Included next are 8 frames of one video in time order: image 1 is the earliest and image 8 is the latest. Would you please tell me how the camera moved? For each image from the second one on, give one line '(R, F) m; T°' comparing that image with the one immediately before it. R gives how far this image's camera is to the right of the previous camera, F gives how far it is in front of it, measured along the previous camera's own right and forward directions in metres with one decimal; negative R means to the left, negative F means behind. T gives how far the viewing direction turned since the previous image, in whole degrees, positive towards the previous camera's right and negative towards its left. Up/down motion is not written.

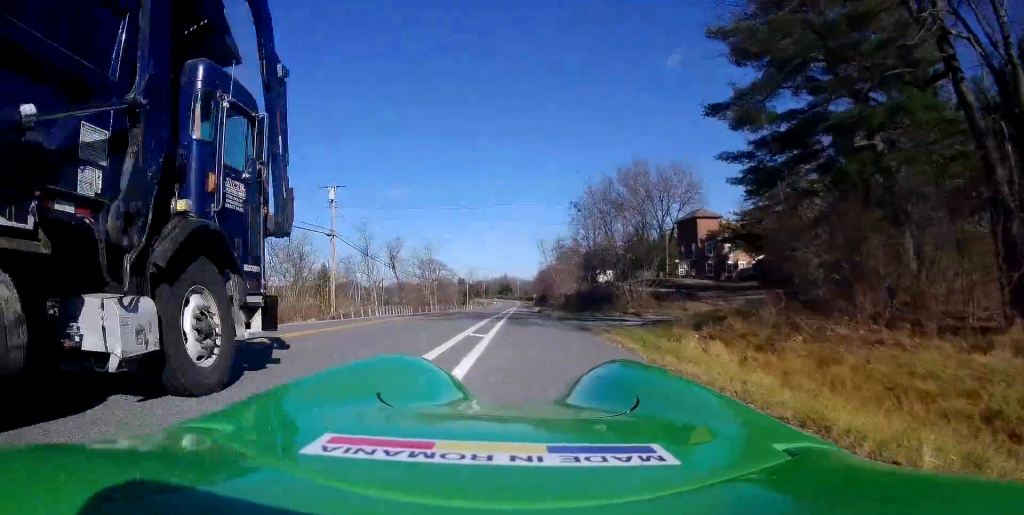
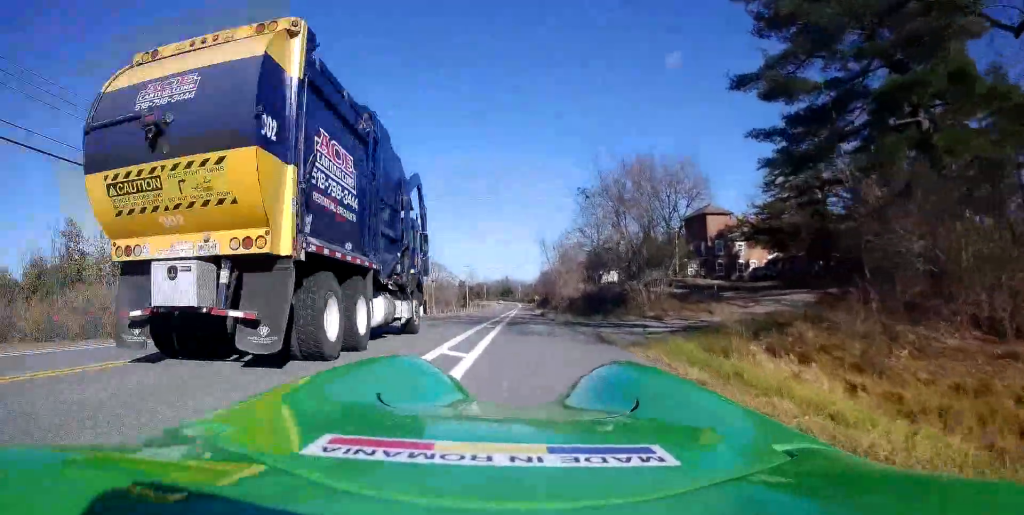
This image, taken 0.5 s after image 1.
(0.0, +3.6) m; -2°
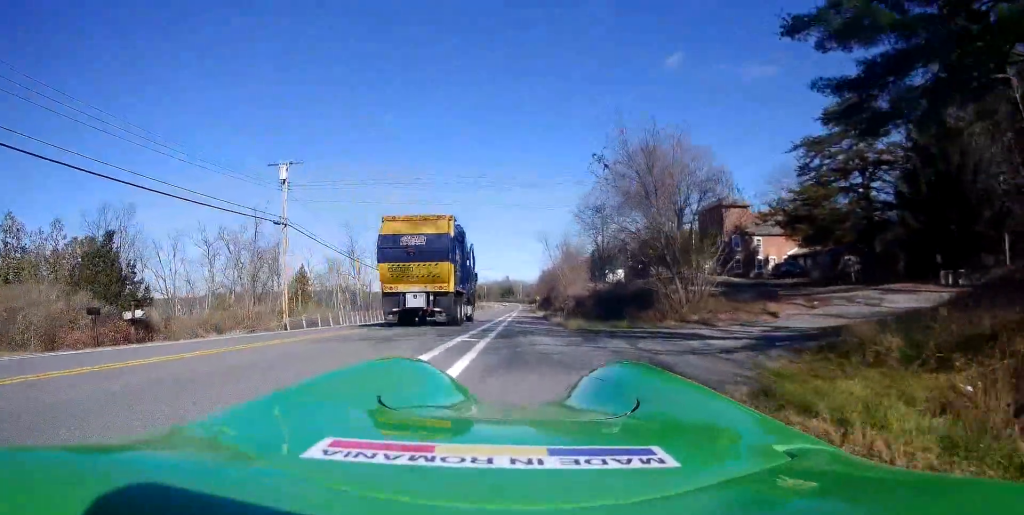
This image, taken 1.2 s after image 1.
(-0.1, +5.6) m; +1°
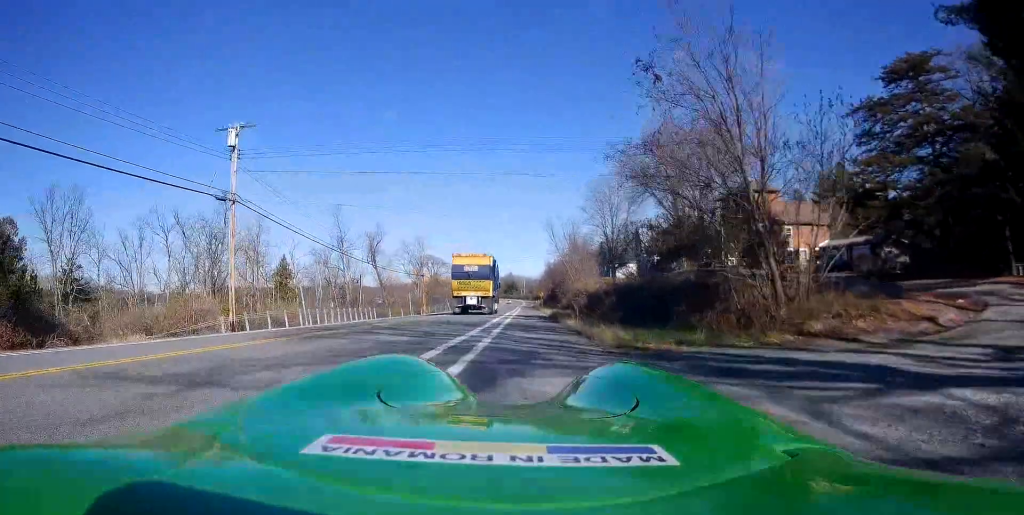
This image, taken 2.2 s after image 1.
(+0.2, +7.1) m; +1°
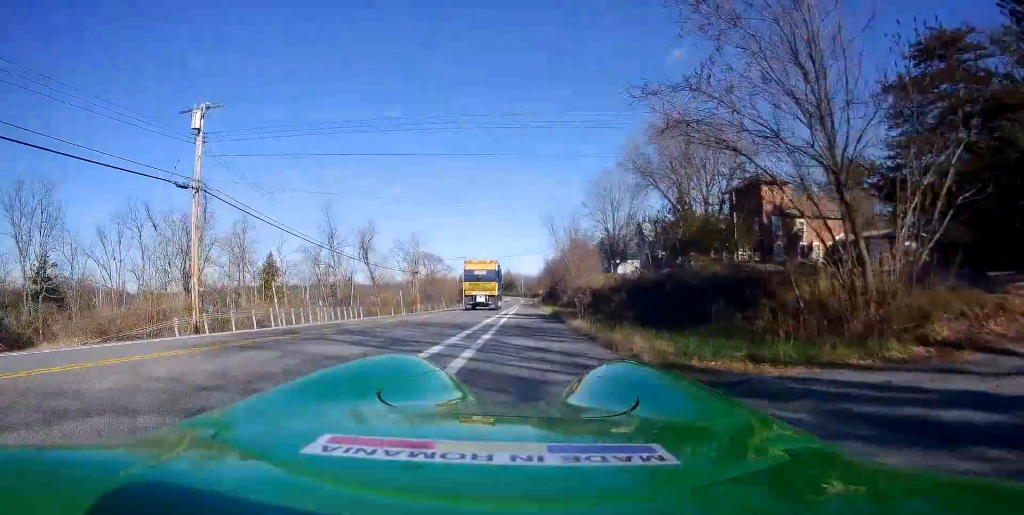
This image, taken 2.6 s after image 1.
(+0.1, +3.1) m; 0°
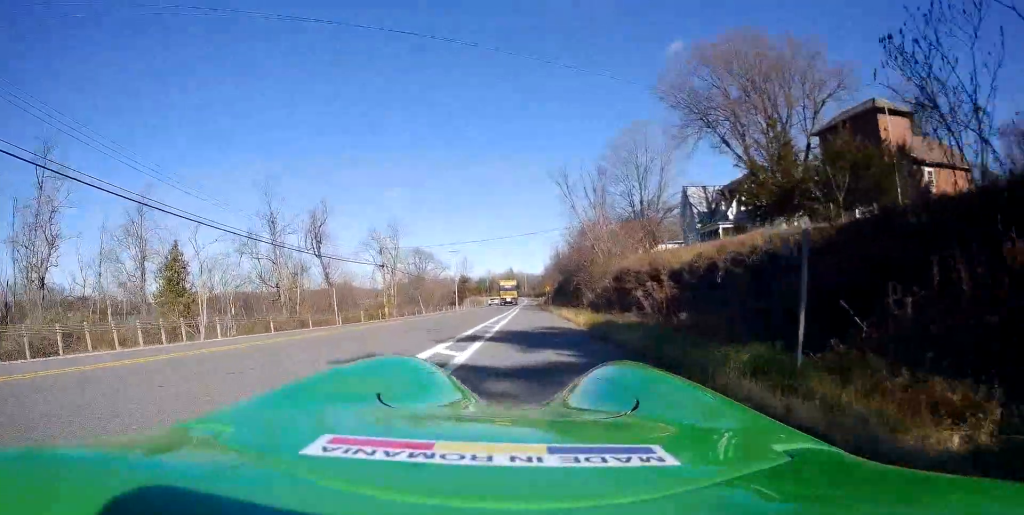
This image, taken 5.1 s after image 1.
(-0.9, +19.8) m; -2°
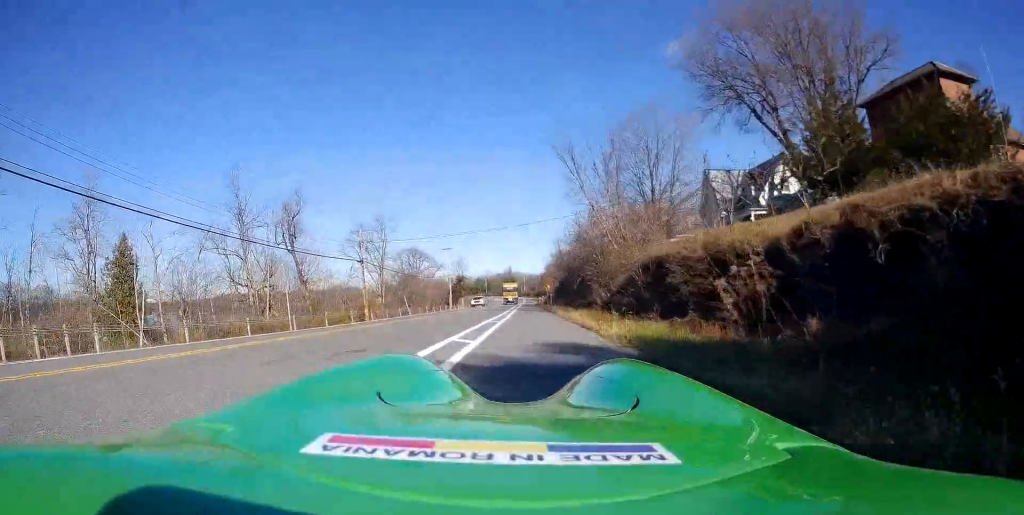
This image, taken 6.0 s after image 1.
(+0.1, +6.9) m; +2°
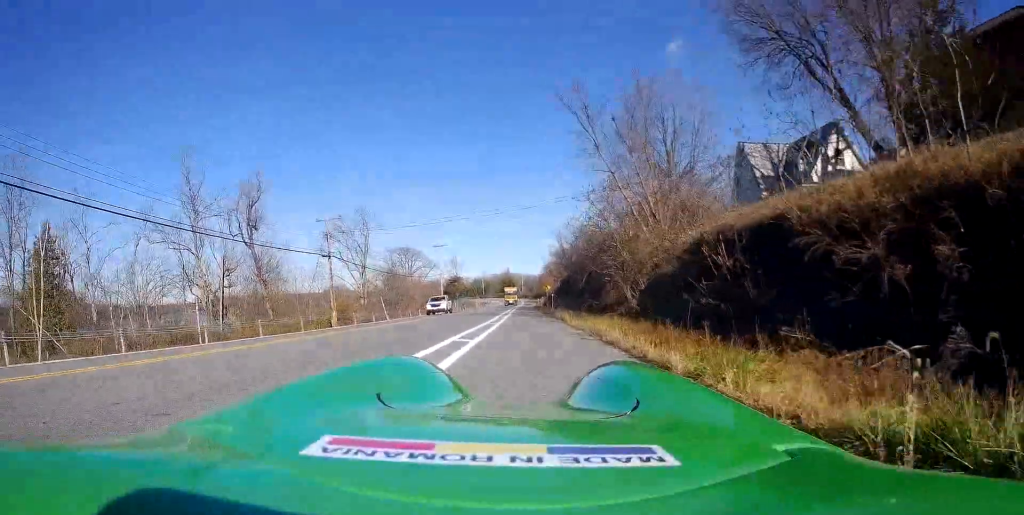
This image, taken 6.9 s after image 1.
(+0.3, +8.0) m; 0°
